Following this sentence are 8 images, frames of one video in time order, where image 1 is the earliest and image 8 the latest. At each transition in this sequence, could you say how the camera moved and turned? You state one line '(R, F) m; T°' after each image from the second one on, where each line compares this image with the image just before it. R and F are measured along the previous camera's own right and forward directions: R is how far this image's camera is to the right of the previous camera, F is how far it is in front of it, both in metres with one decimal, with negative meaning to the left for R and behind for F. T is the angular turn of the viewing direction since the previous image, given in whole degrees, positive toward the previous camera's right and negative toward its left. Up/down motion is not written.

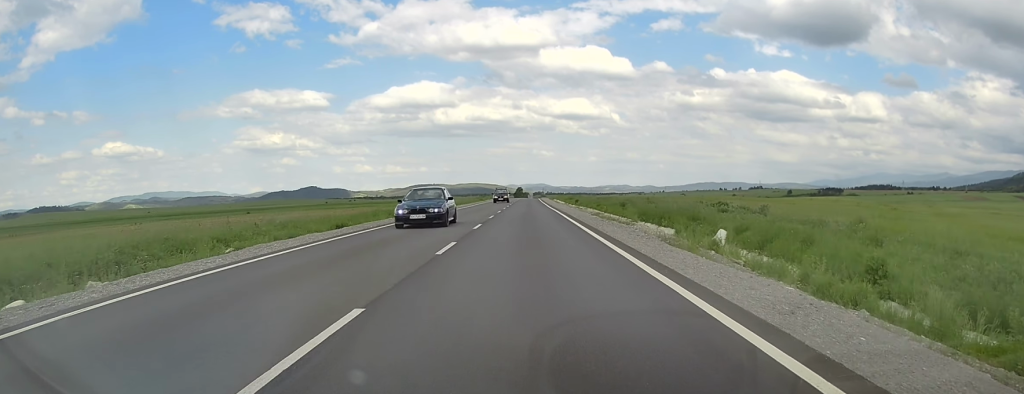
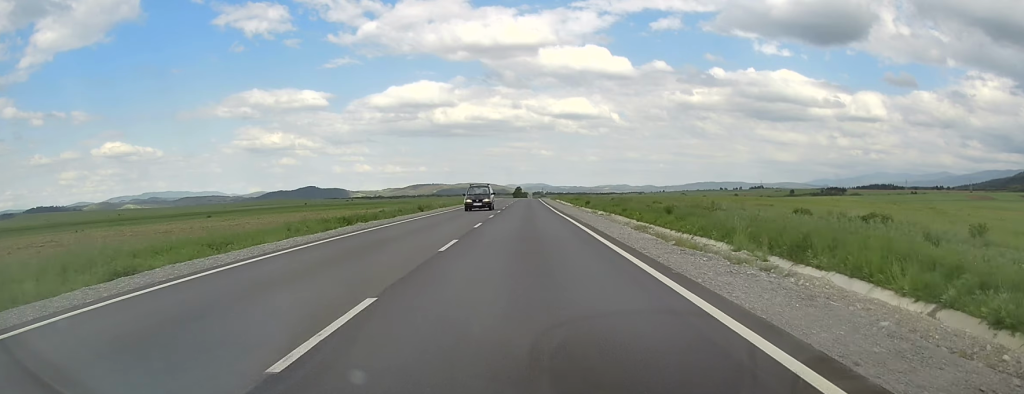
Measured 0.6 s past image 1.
(0.0, +17.6) m; 0°
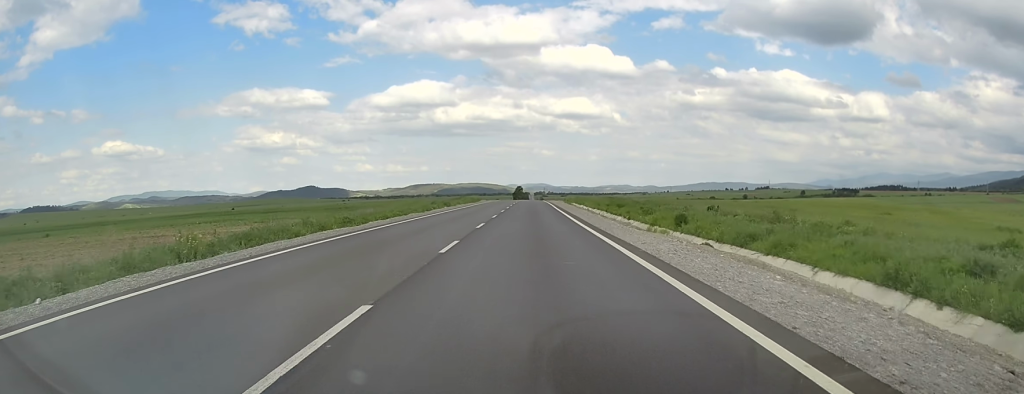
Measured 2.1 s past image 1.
(-0.1, +46.1) m; -1°
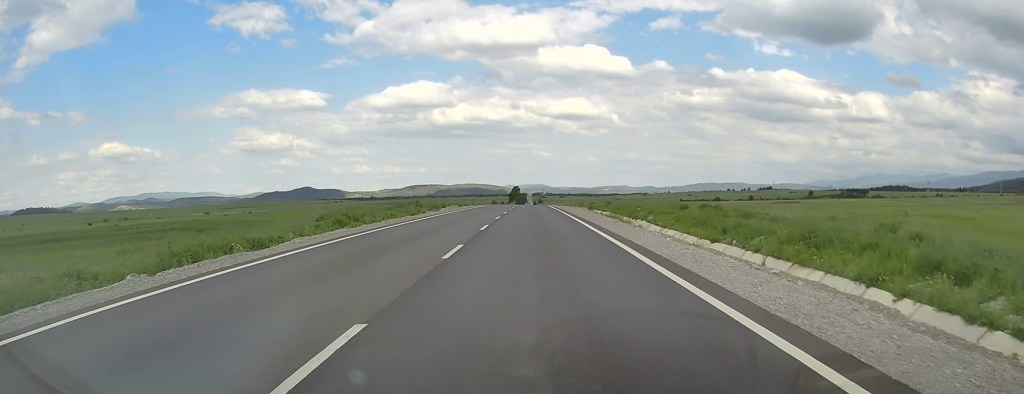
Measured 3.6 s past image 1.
(-0.4, +46.4) m; 0°
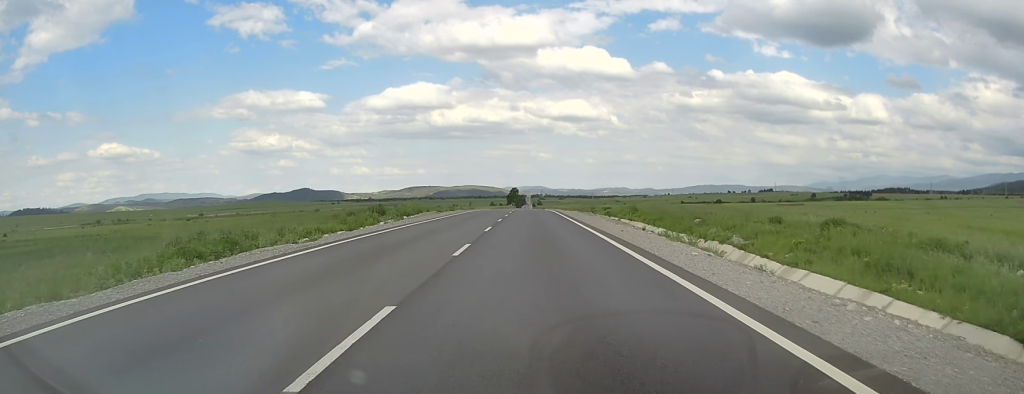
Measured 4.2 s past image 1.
(+0.2, +17.1) m; +1°
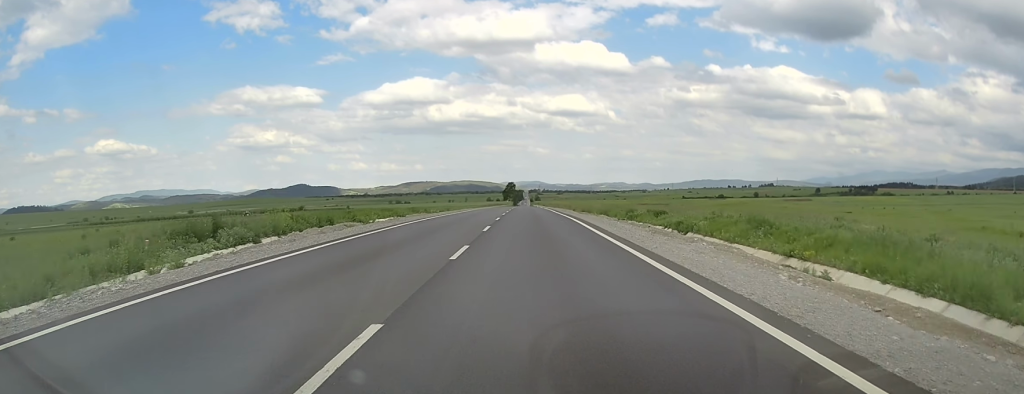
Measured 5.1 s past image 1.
(+0.1, +28.1) m; 0°
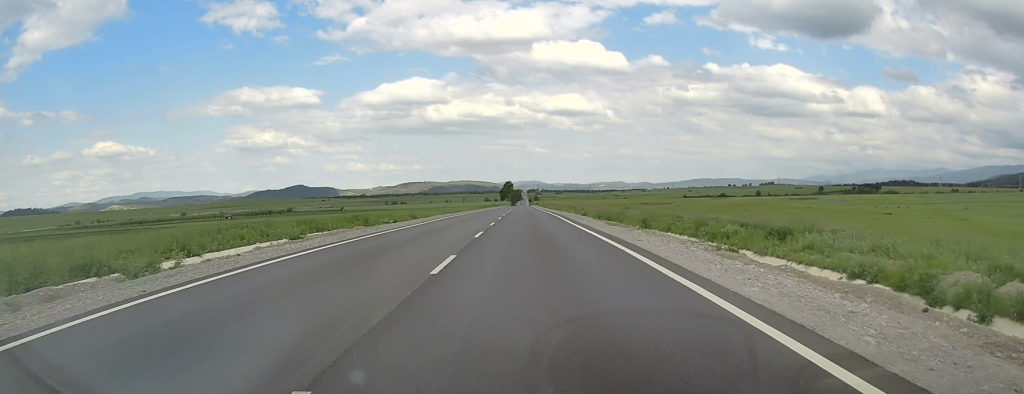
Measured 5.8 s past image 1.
(0.0, +20.1) m; 0°
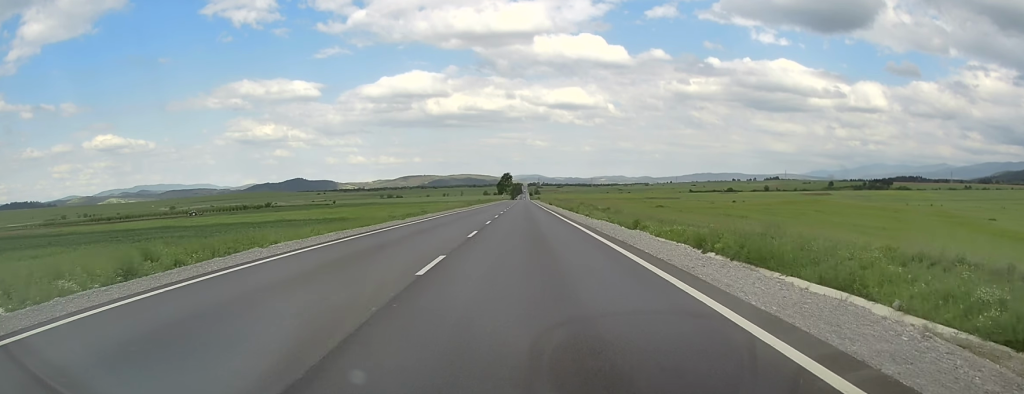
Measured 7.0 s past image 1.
(-0.1, +36.4) m; 0°
